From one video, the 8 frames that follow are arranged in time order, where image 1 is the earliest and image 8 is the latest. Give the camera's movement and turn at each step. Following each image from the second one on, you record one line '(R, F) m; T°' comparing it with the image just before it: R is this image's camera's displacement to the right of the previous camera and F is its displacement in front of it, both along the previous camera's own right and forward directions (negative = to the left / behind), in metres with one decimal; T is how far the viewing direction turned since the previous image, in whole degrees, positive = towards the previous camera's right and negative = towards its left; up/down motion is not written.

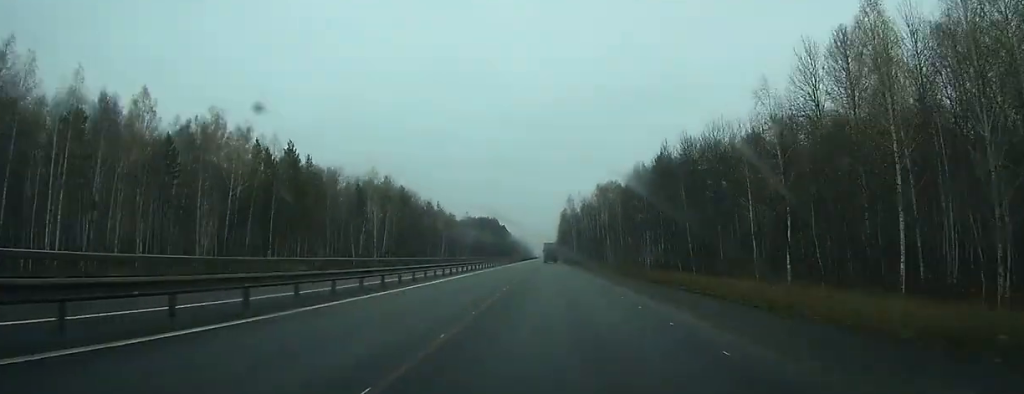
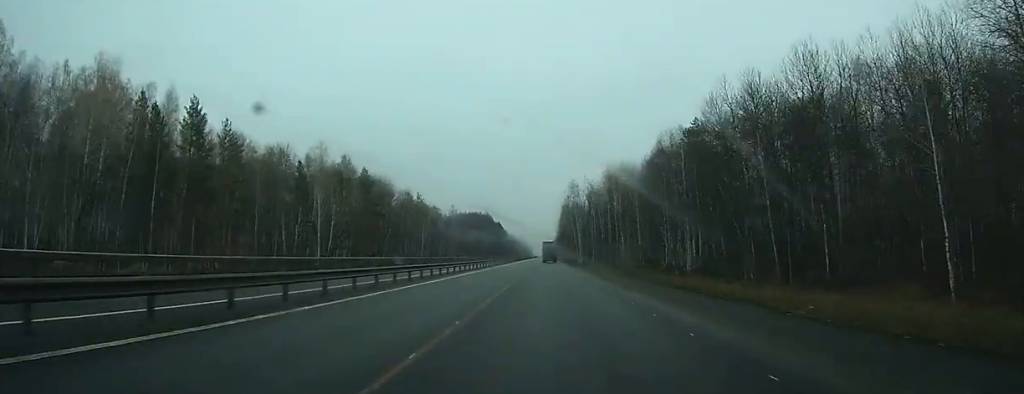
(0.0, +31.7) m; 0°
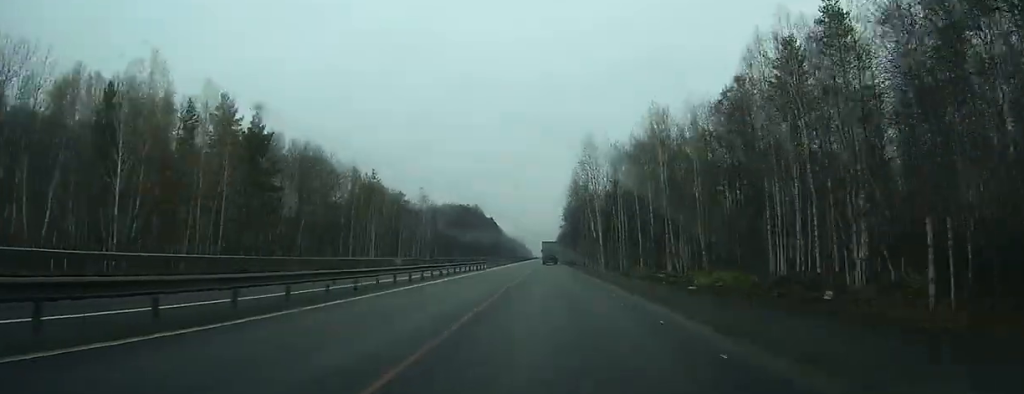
(-0.1, +48.3) m; 0°
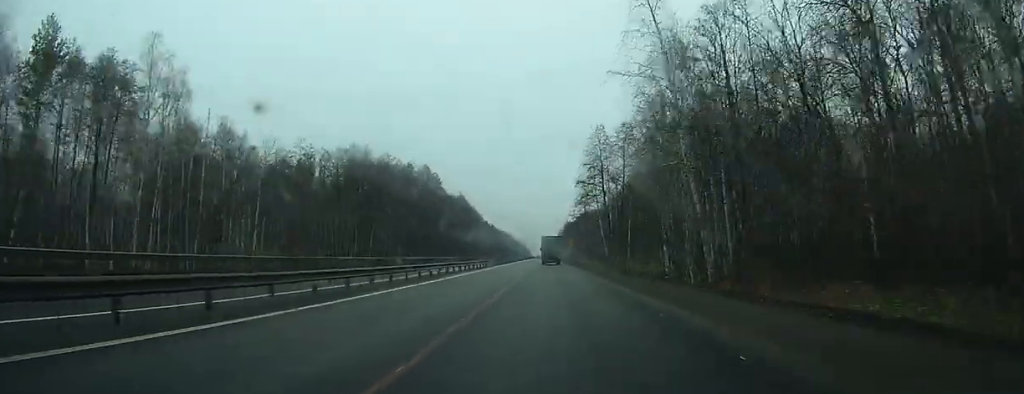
(-7.8, +101.3) m; -1°
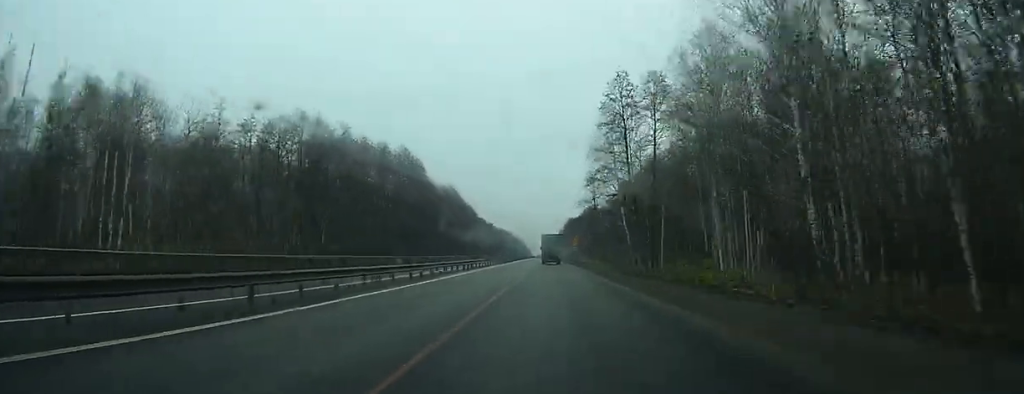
(+0.9, +22.4) m; +2°
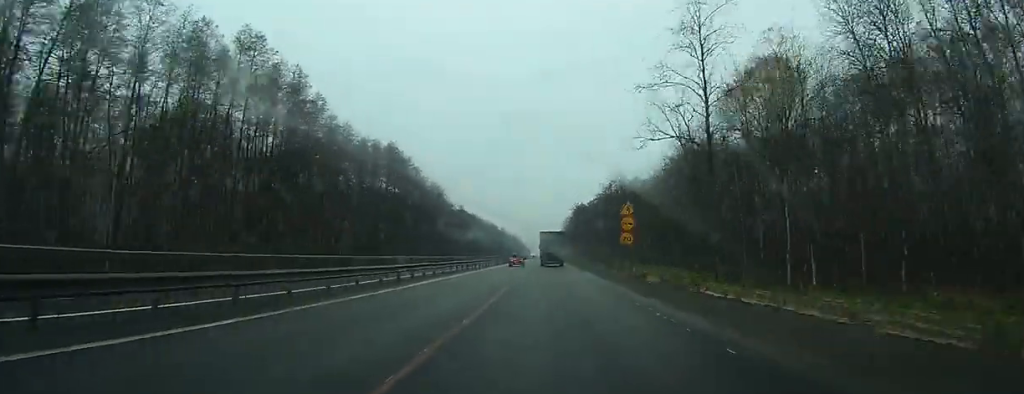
(+6.0, +71.3) m; +2°
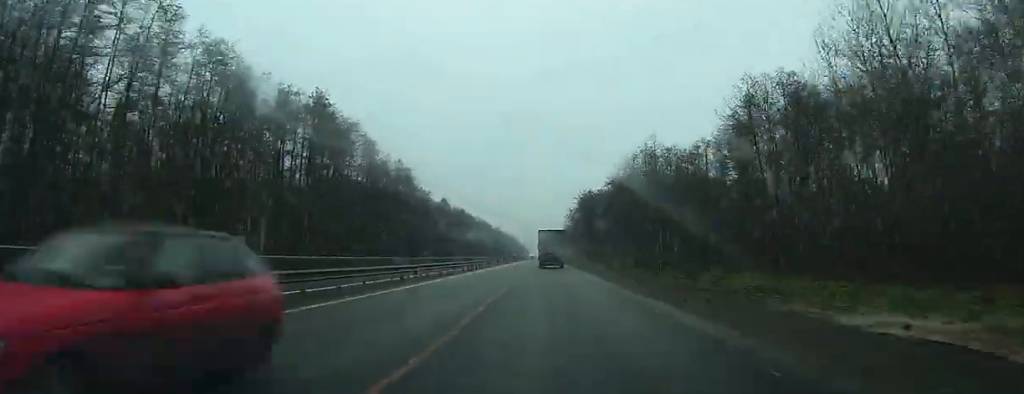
(-1.1, +37.7) m; -2°
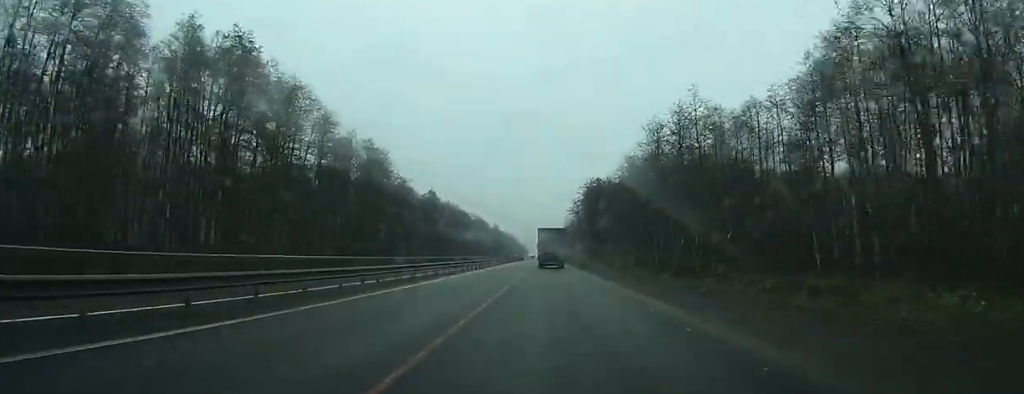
(-0.1, +21.7) m; 0°
